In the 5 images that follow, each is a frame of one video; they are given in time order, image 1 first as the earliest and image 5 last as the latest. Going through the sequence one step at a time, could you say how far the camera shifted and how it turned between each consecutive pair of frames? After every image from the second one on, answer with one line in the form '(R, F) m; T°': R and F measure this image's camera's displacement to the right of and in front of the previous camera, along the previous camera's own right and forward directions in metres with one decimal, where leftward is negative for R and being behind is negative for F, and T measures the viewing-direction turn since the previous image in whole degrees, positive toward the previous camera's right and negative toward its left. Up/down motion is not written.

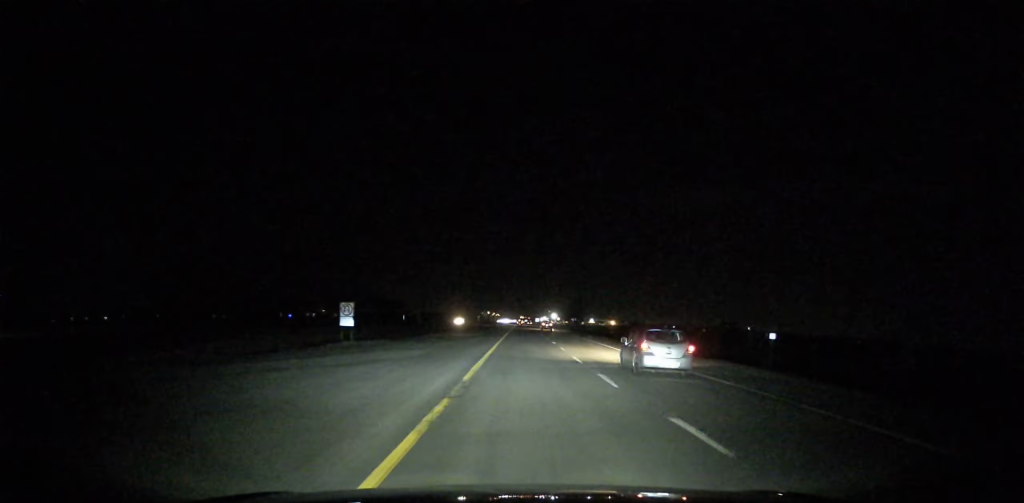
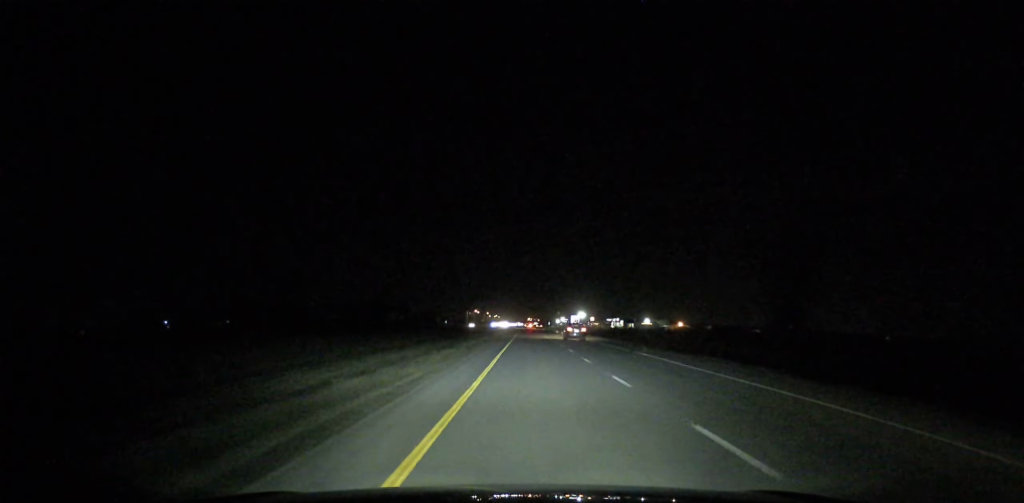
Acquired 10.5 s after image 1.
(+0.5, +363.9) m; 0°
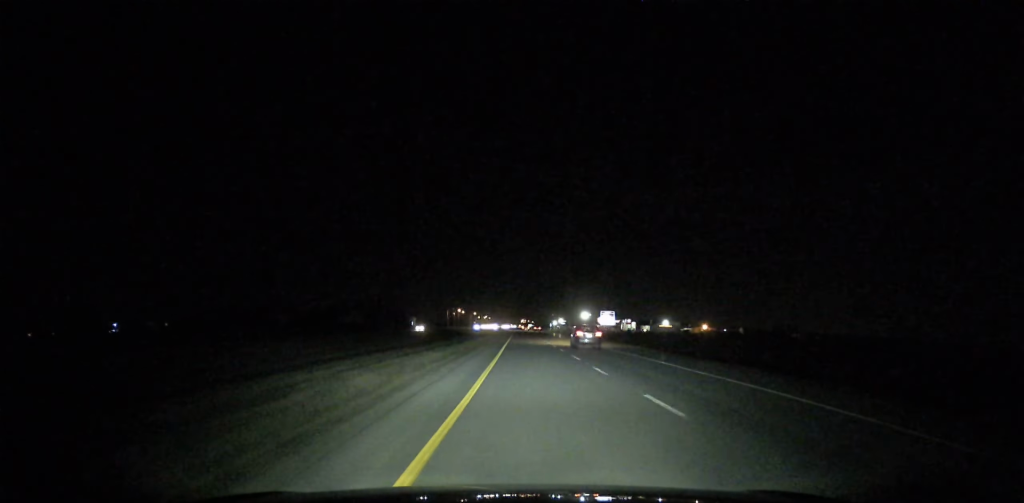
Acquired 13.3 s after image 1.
(0.0, +95.6) m; 0°
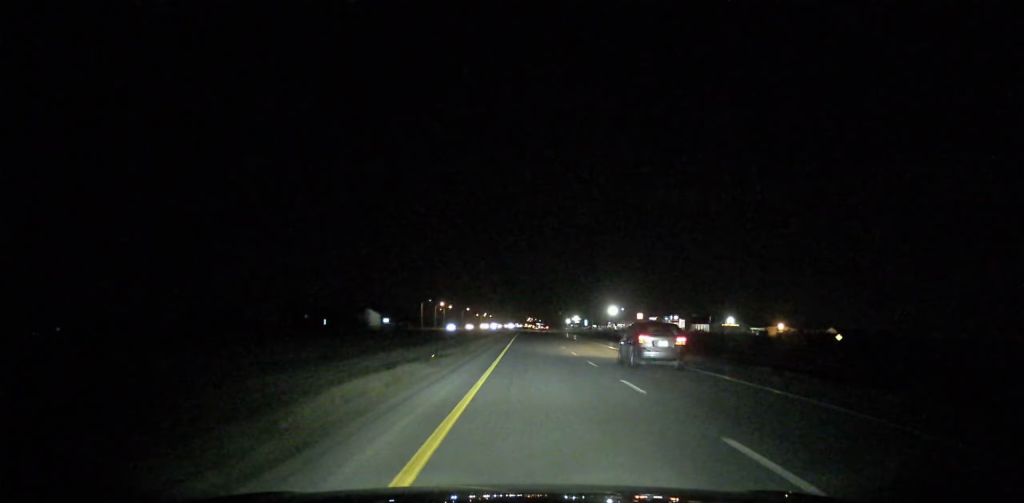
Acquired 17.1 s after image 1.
(0.0, +133.4) m; 0°
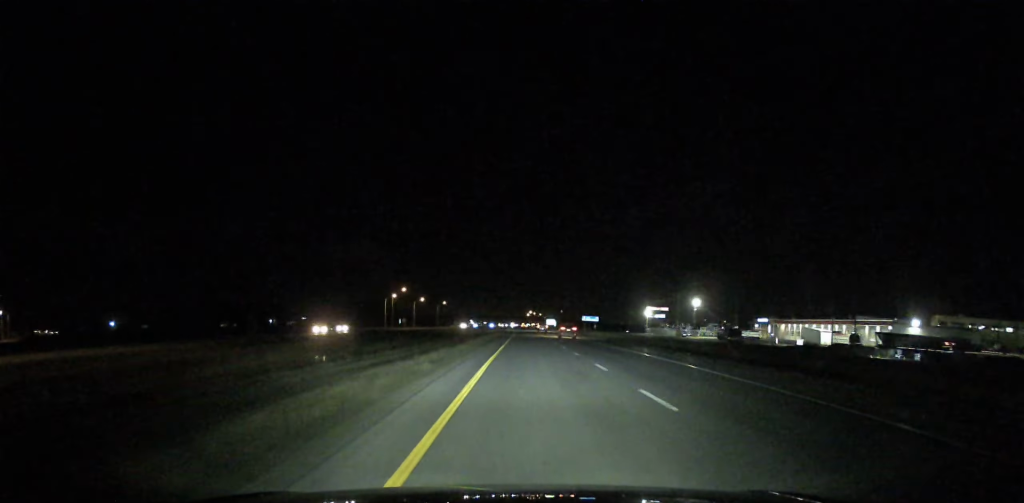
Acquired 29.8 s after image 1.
(+0.1, +443.2) m; 0°
